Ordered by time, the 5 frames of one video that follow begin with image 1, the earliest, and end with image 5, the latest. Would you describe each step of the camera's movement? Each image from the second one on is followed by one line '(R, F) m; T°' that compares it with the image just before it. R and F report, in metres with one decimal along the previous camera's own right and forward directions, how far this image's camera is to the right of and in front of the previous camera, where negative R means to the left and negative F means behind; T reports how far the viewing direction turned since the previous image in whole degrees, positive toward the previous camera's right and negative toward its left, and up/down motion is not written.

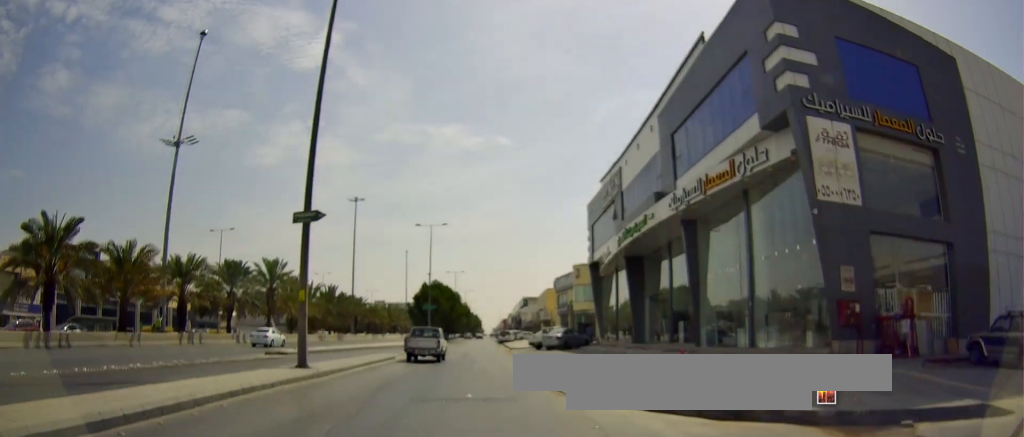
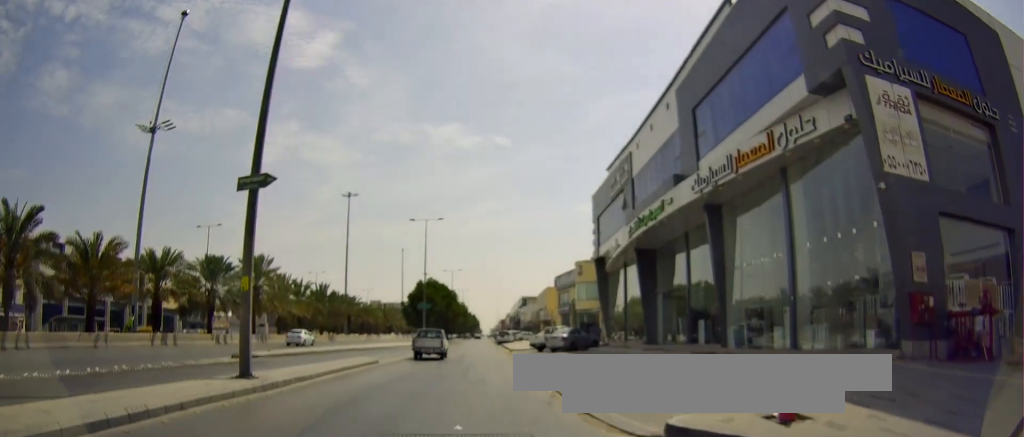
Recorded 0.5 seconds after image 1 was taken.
(+0.2, +4.1) m; -1°
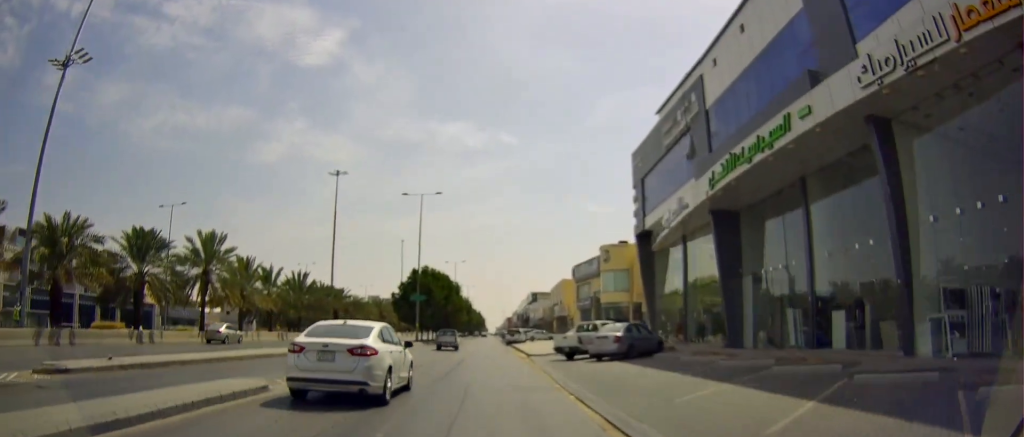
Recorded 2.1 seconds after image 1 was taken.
(-1.1, +13.9) m; -1°
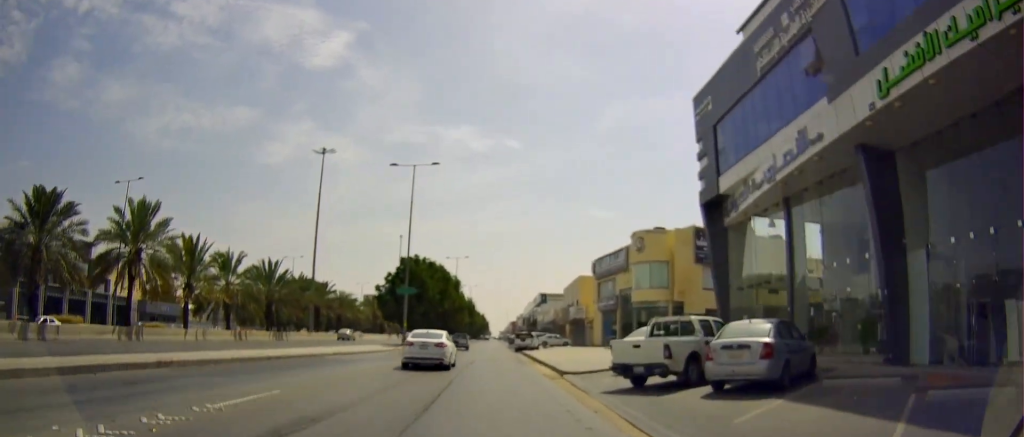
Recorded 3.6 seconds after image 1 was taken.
(+0.9, +12.4) m; +6°
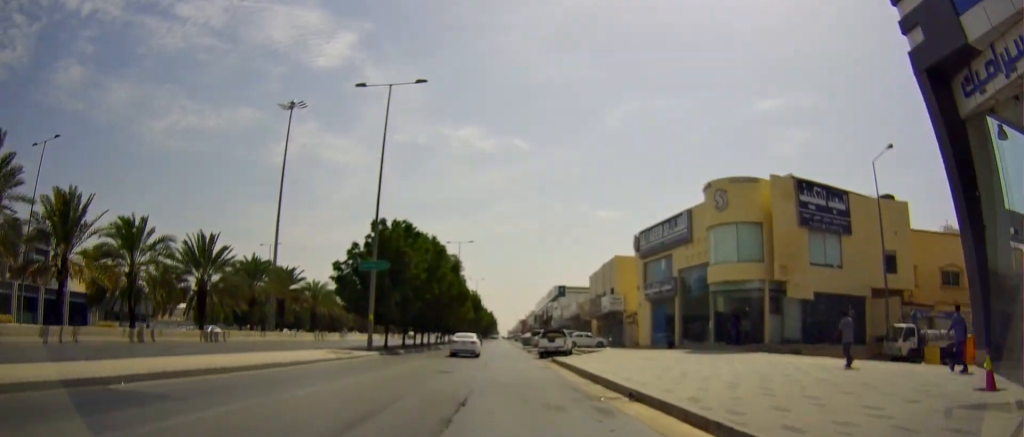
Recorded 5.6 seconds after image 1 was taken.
(-0.5, +17.6) m; -3°
